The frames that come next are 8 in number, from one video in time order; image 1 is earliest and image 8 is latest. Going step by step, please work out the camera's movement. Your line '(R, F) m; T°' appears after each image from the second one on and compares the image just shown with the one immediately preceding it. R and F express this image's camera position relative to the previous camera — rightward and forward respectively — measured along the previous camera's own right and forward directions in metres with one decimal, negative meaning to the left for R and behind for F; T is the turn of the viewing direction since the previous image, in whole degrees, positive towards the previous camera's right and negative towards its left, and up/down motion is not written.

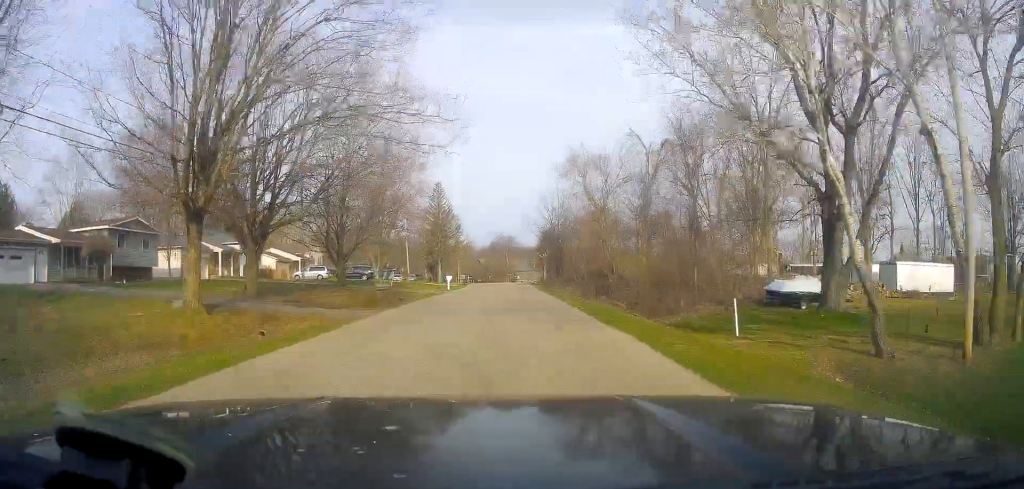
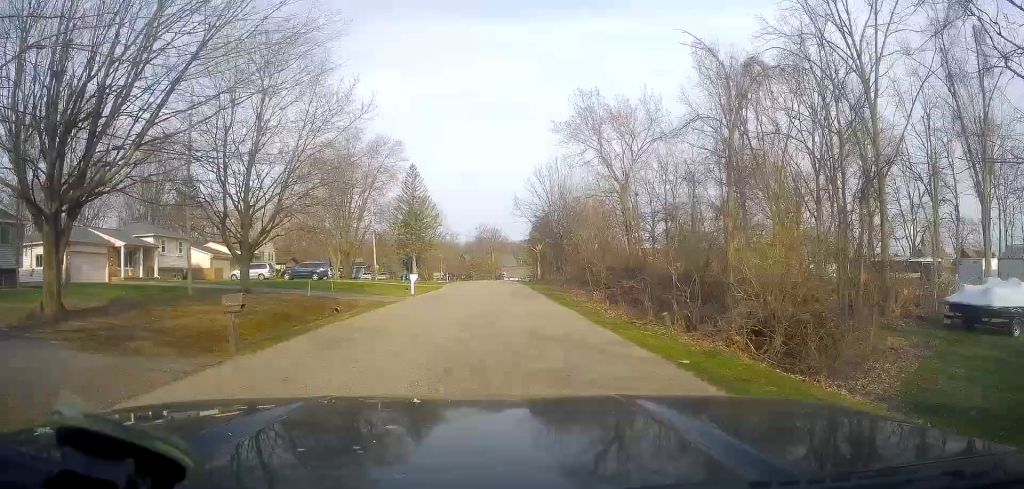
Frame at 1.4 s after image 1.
(+0.3, +14.9) m; +3°
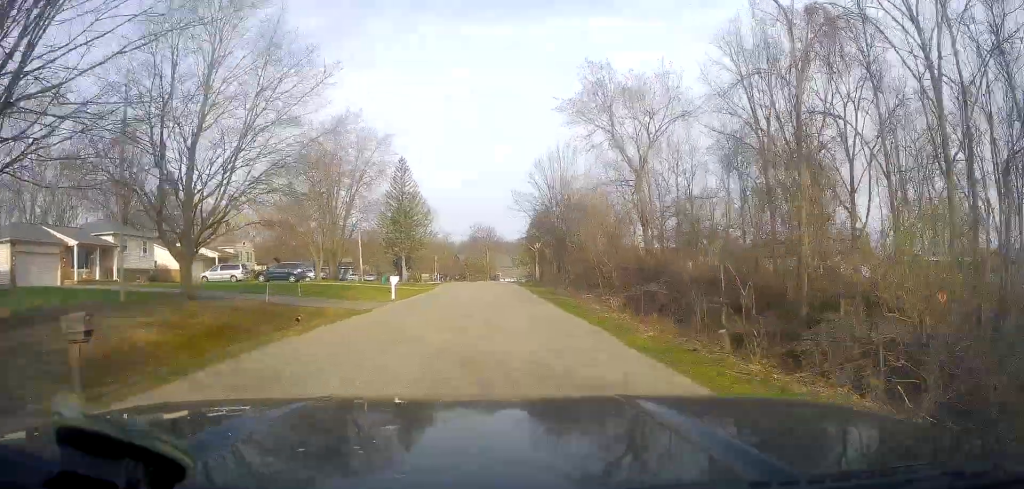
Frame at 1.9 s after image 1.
(+0.1, +5.5) m; +1°
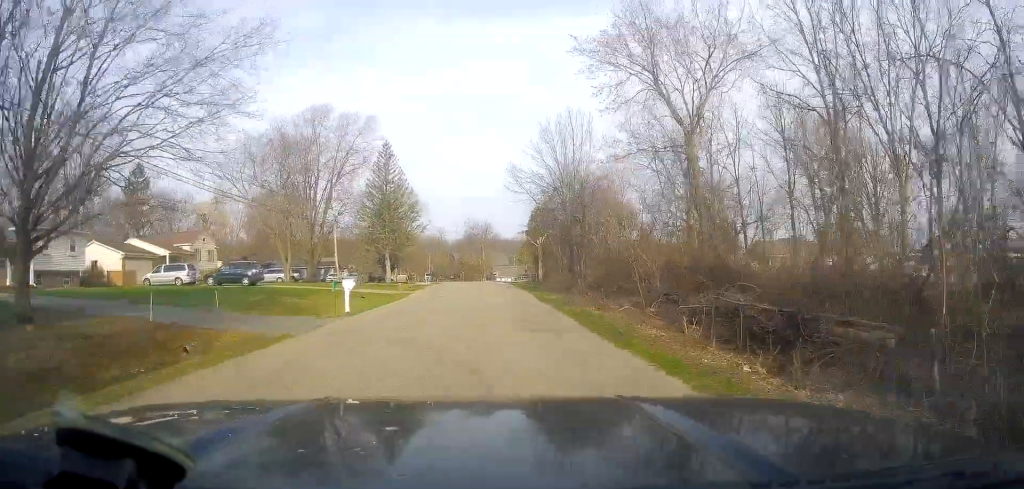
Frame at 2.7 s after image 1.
(+0.2, +9.6) m; +1°
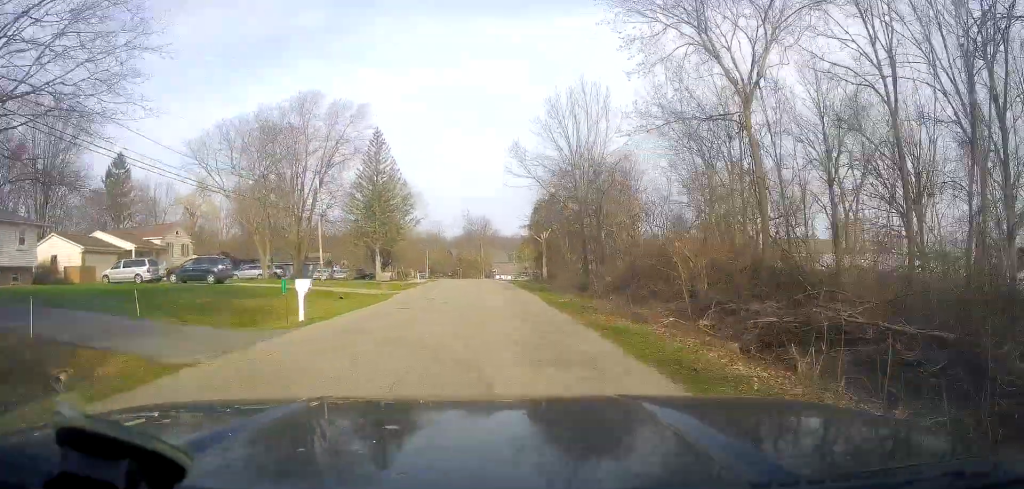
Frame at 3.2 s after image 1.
(+0.1, +5.7) m; -1°
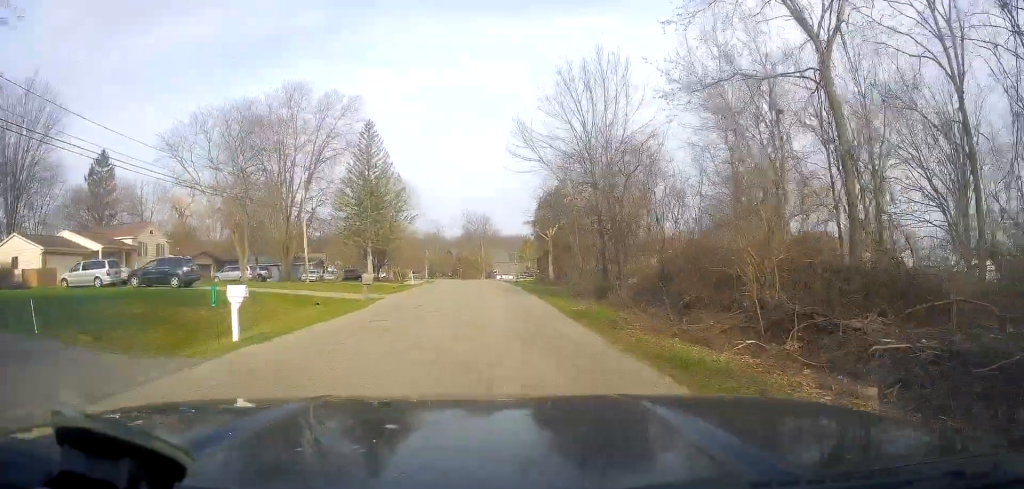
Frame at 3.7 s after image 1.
(0.0, +4.9) m; -1°
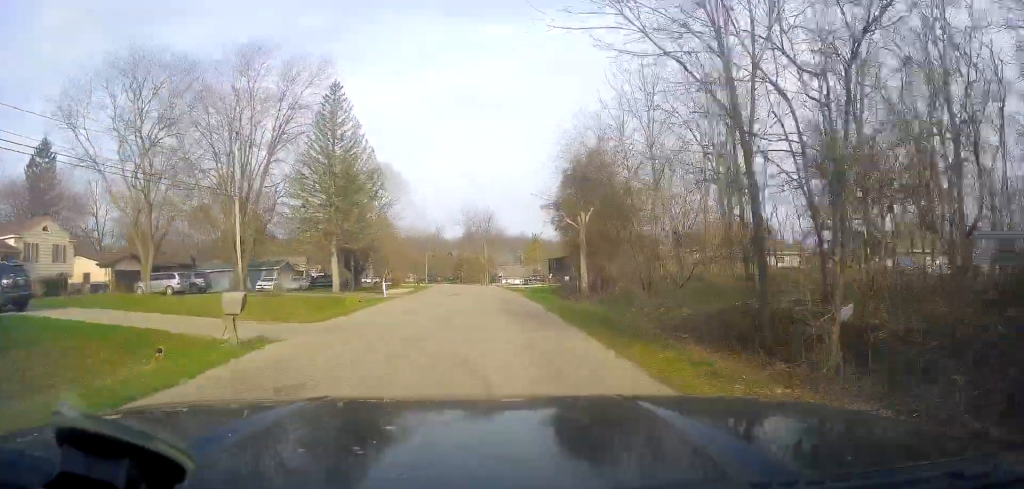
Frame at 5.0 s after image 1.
(-0.5, +15.4) m; -2°
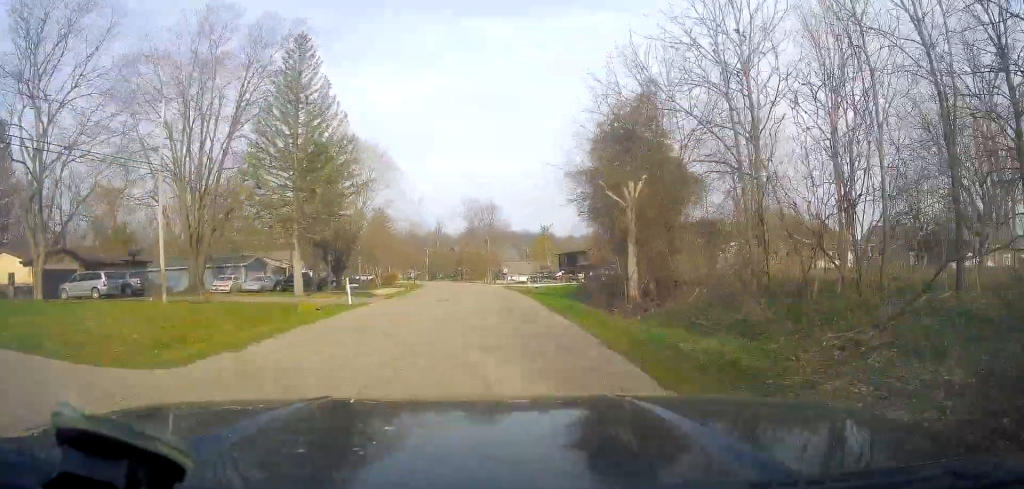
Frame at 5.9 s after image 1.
(0.0, +10.5) m; +1°
